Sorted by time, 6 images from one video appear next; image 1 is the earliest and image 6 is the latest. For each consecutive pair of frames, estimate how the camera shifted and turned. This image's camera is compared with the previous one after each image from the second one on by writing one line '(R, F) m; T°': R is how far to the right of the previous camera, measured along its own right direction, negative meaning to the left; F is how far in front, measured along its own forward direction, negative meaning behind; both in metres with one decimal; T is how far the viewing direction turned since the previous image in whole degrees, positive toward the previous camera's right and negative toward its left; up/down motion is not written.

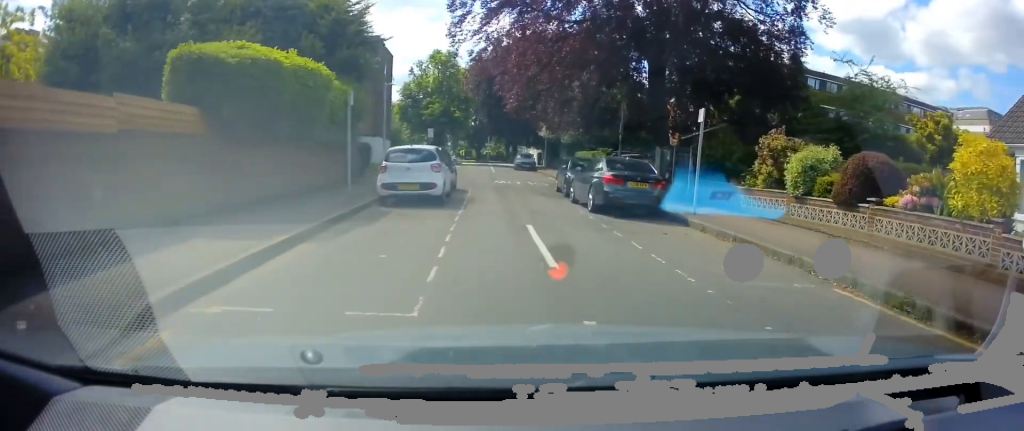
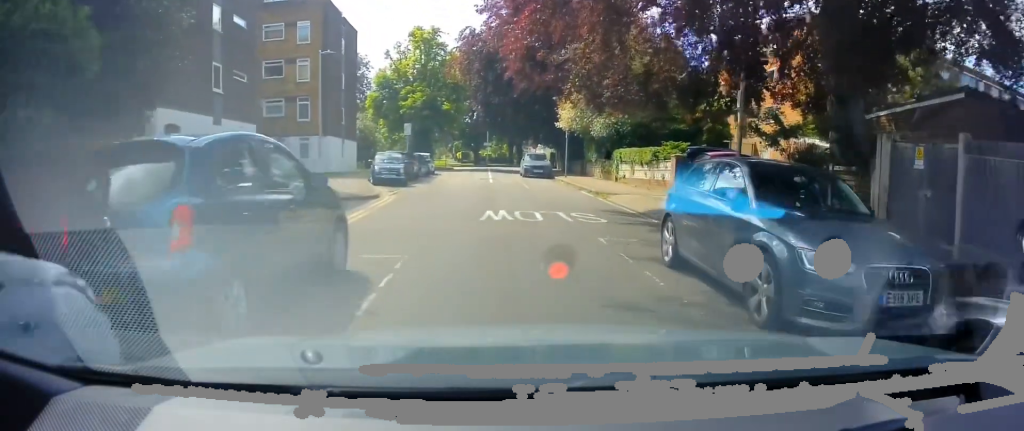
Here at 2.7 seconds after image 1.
(+0.6, +14.6) m; +3°
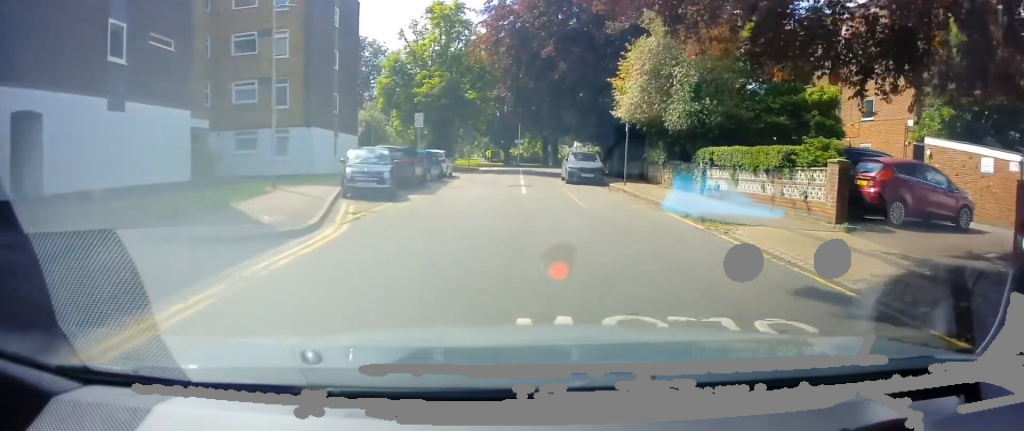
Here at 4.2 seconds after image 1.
(-0.9, +8.5) m; -8°
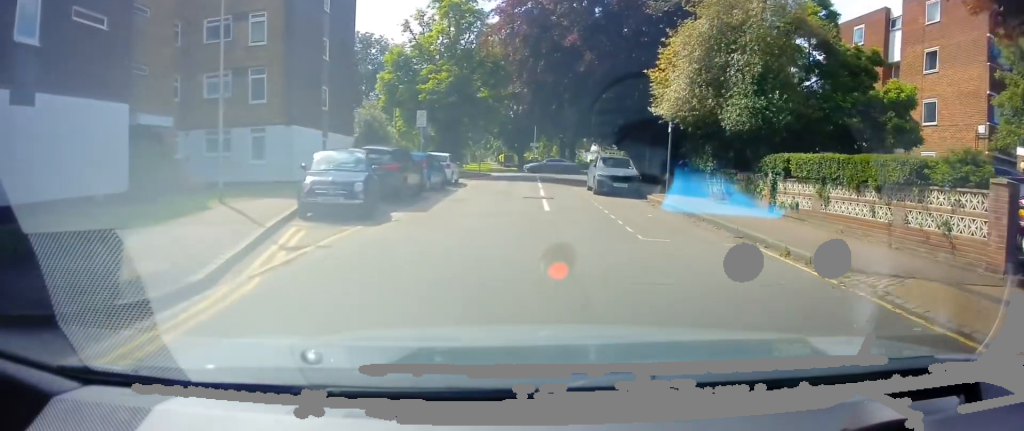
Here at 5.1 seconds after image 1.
(+0.4, +4.7) m; +4°
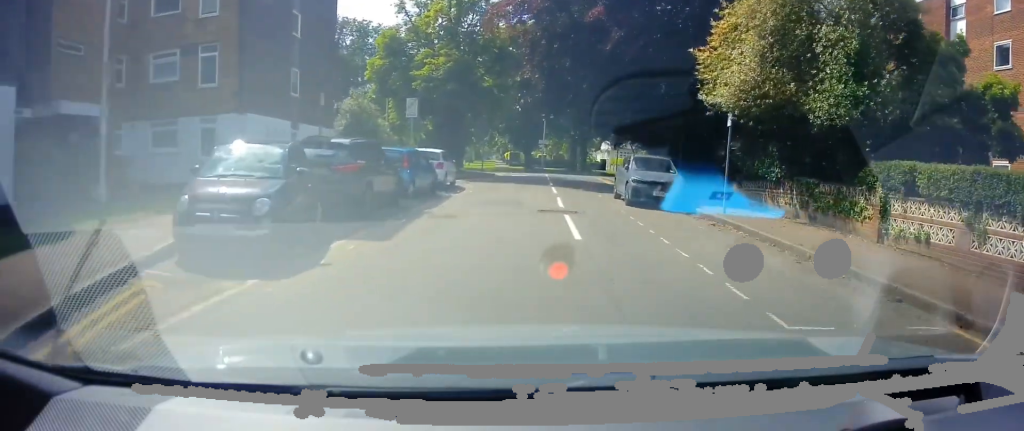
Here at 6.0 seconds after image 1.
(+0.1, +5.1) m; -3°
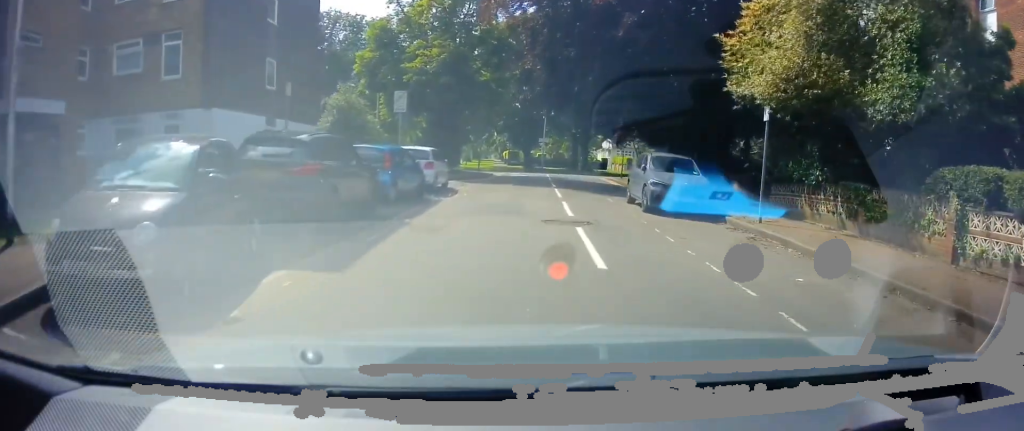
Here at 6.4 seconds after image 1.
(0.0, +2.5) m; -2°
